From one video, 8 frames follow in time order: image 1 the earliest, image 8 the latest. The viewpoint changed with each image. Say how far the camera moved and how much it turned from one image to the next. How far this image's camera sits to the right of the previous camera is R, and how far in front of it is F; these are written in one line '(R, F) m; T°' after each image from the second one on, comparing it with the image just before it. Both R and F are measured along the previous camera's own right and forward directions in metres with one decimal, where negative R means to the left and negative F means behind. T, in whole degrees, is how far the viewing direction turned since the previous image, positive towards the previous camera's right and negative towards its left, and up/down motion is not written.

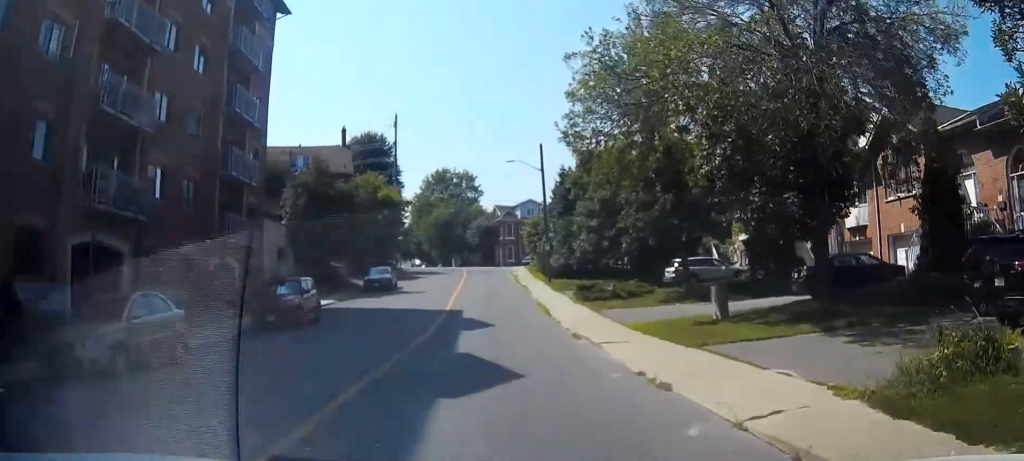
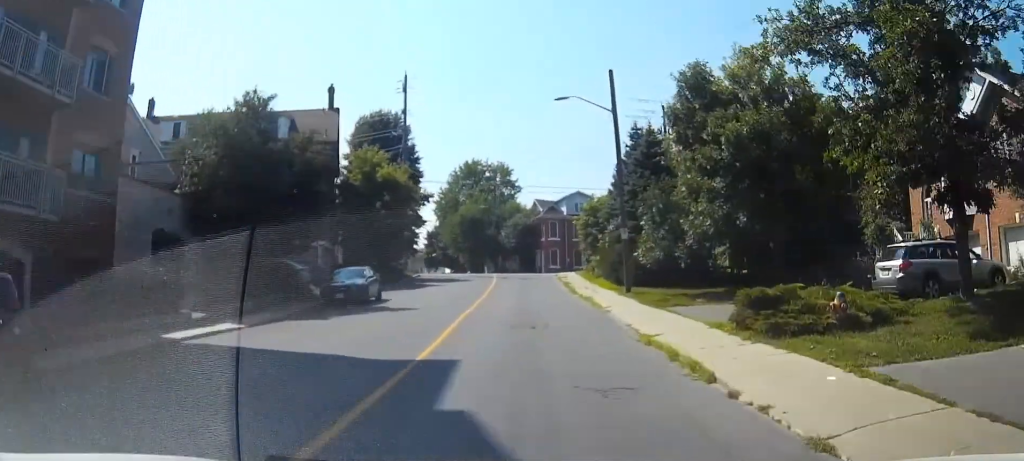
(0.0, +12.2) m; 0°
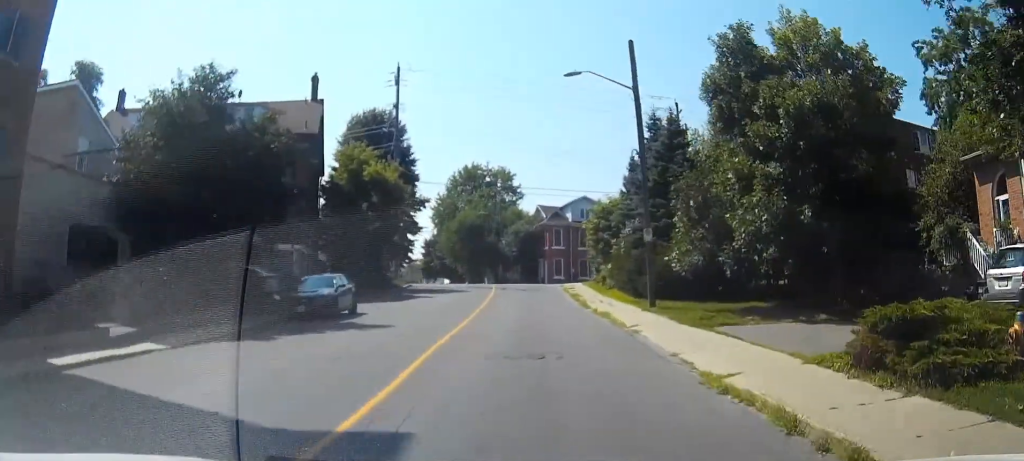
(0.0, +3.3) m; 0°
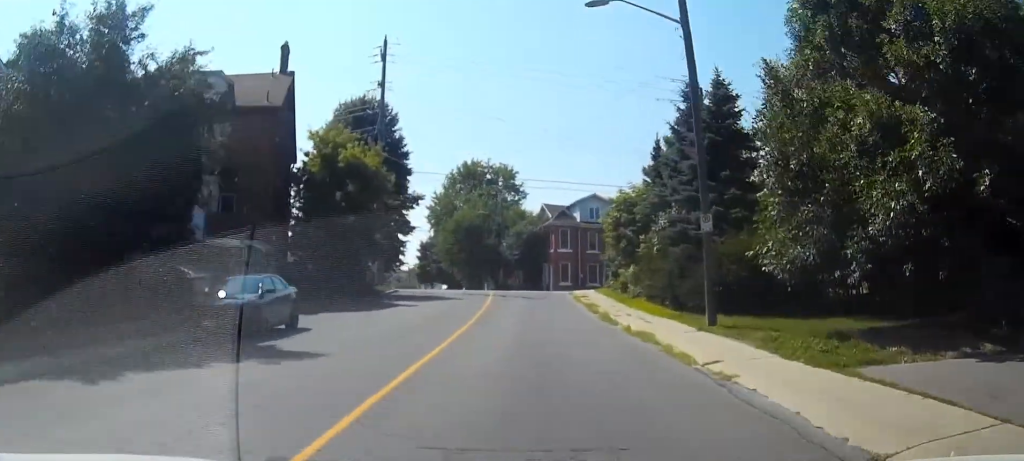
(0.0, +4.9) m; 0°
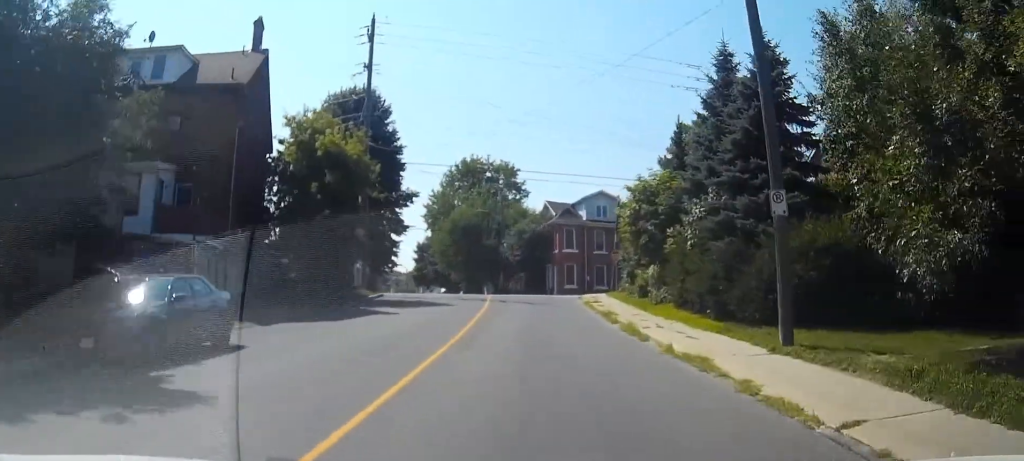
(0.0, +3.4) m; 0°
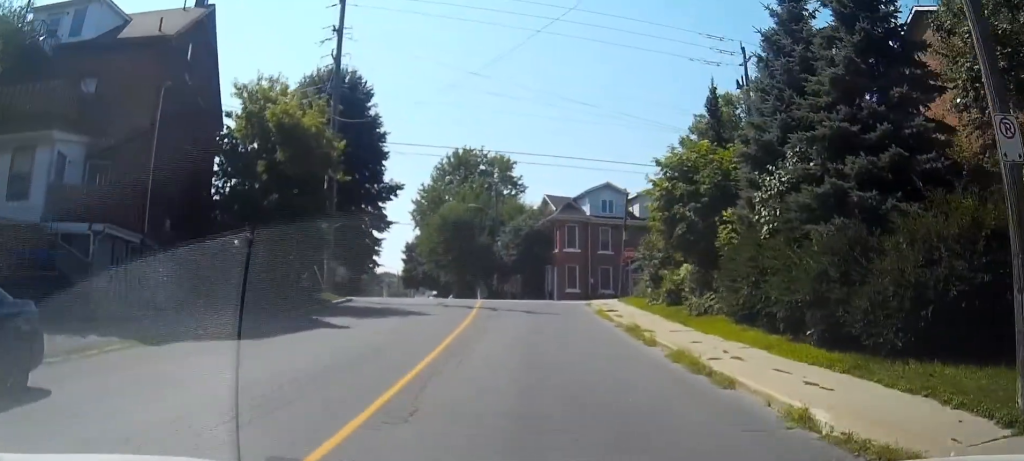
(0.0, +5.1) m; 0°
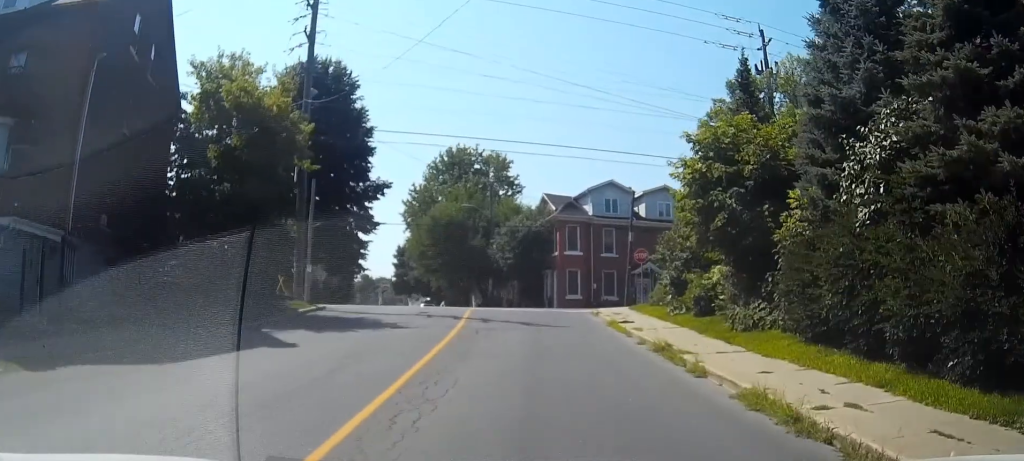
(0.0, +3.6) m; 0°
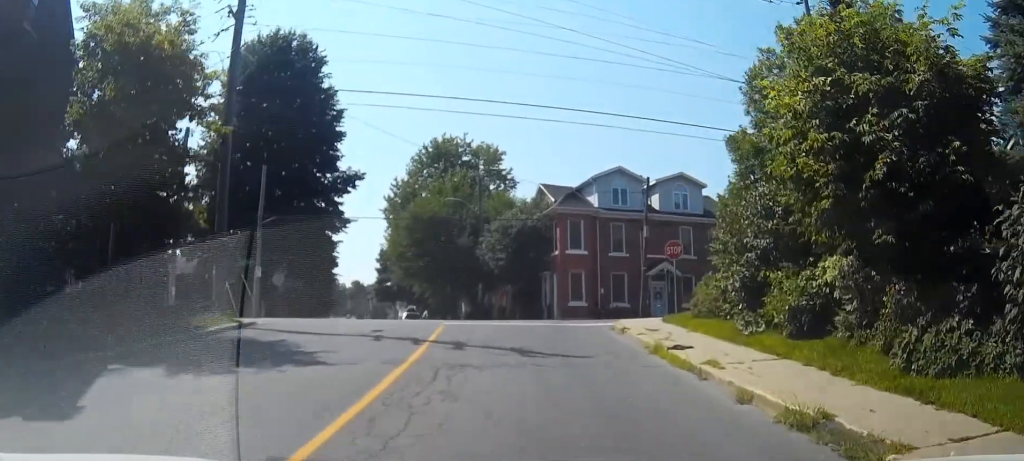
(0.0, +7.0) m; 0°
